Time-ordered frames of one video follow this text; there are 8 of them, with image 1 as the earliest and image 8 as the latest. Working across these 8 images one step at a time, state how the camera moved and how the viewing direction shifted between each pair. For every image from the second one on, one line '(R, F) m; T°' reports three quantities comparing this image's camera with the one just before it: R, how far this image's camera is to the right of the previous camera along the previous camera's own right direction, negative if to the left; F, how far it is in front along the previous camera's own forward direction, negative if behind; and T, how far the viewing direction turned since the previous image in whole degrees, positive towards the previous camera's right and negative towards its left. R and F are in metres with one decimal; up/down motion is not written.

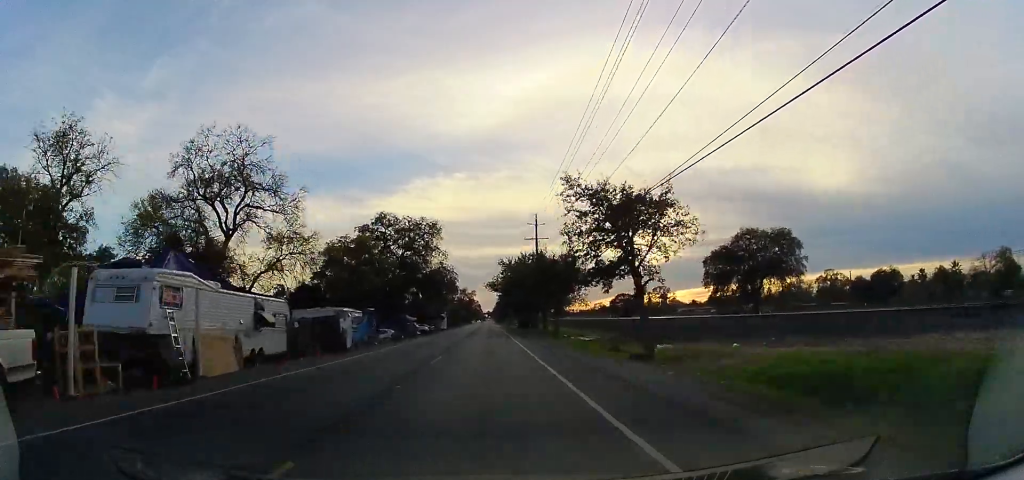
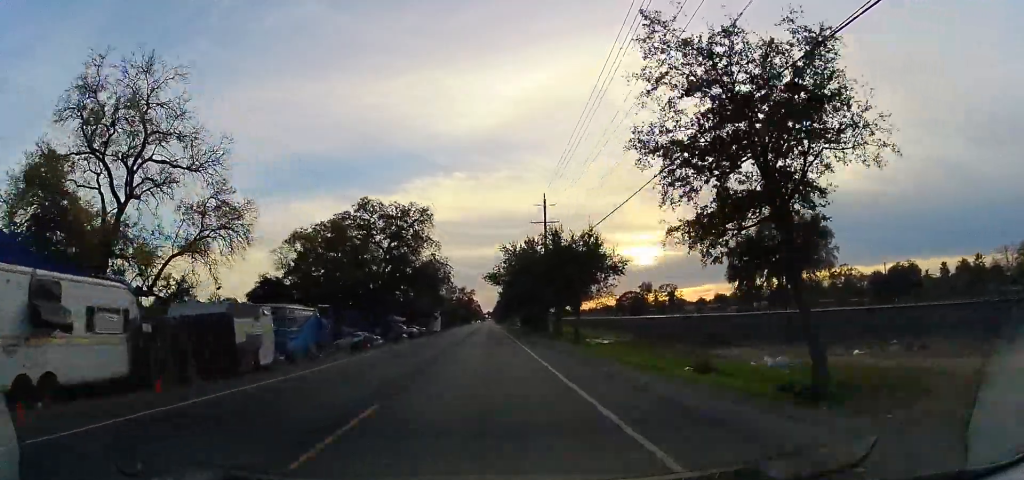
(-0.2, +11.1) m; 0°
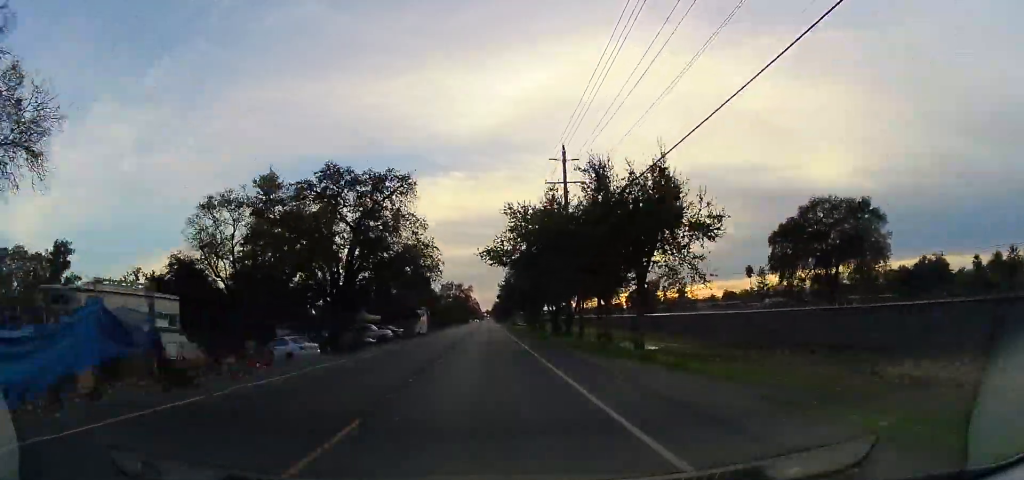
(+0.2, +15.7) m; +1°
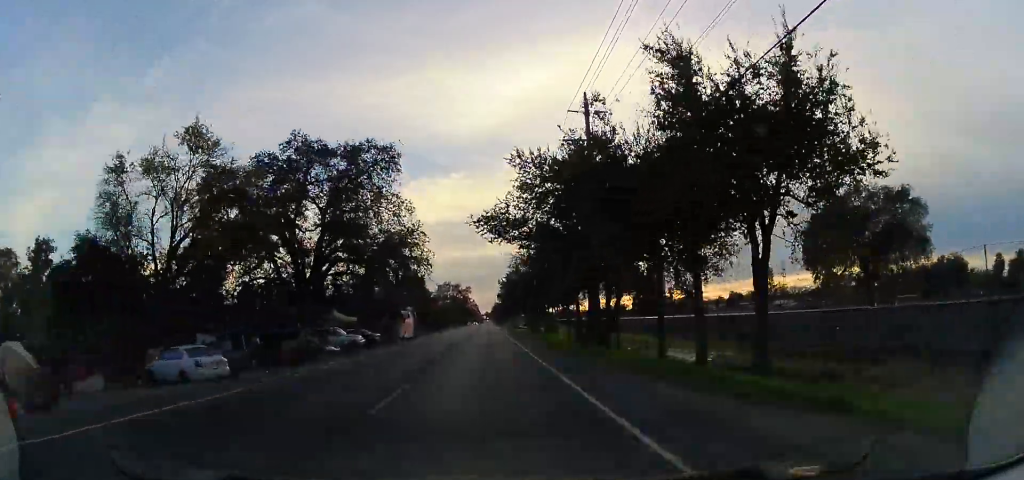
(0.0, +10.2) m; +1°
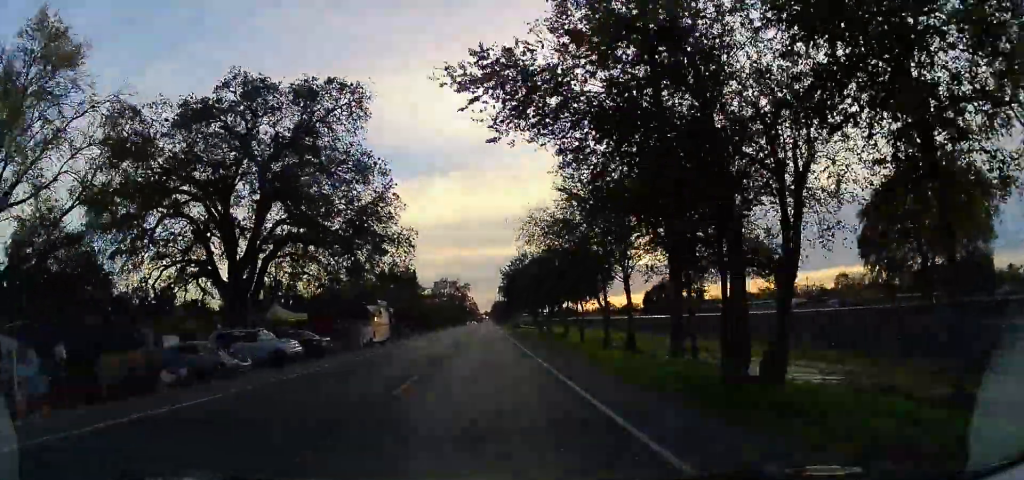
(+0.2, +12.5) m; 0°
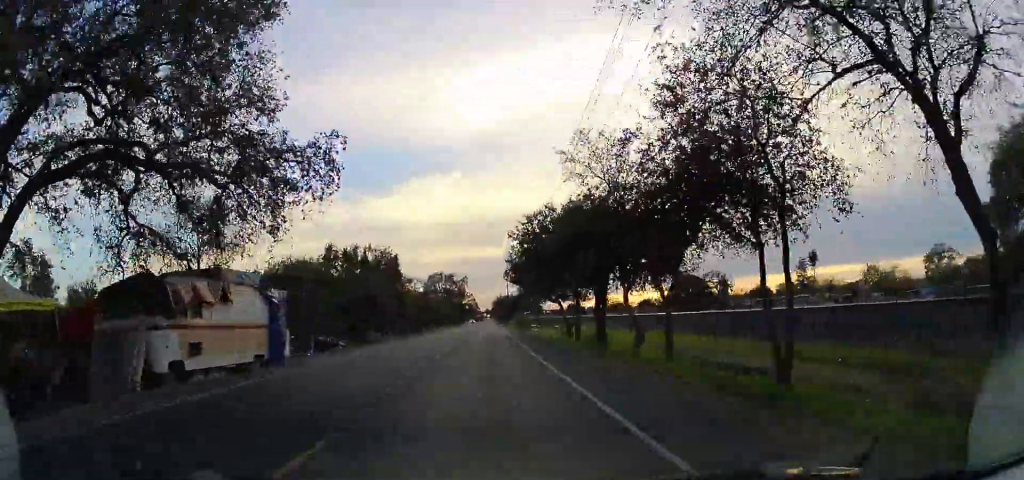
(+0.1, +21.9) m; 0°
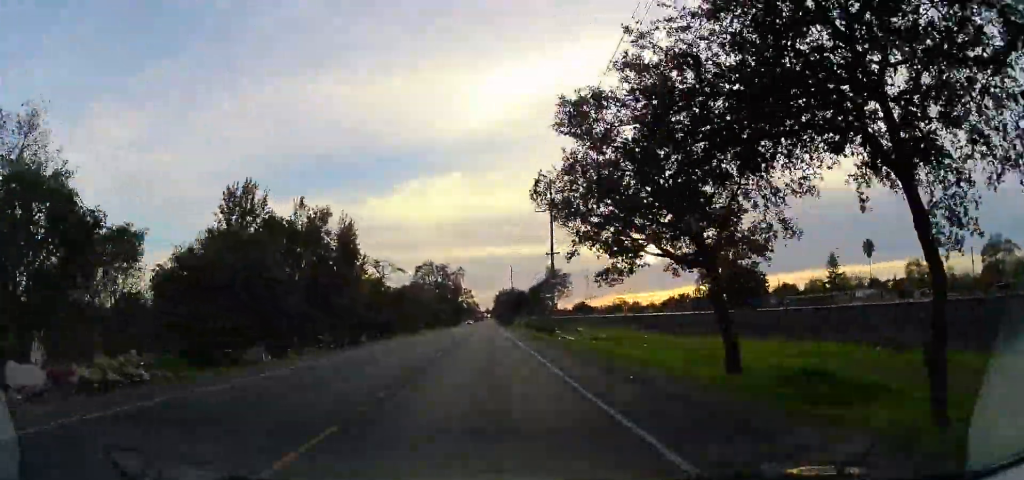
(-0.3, +28.1) m; -2°
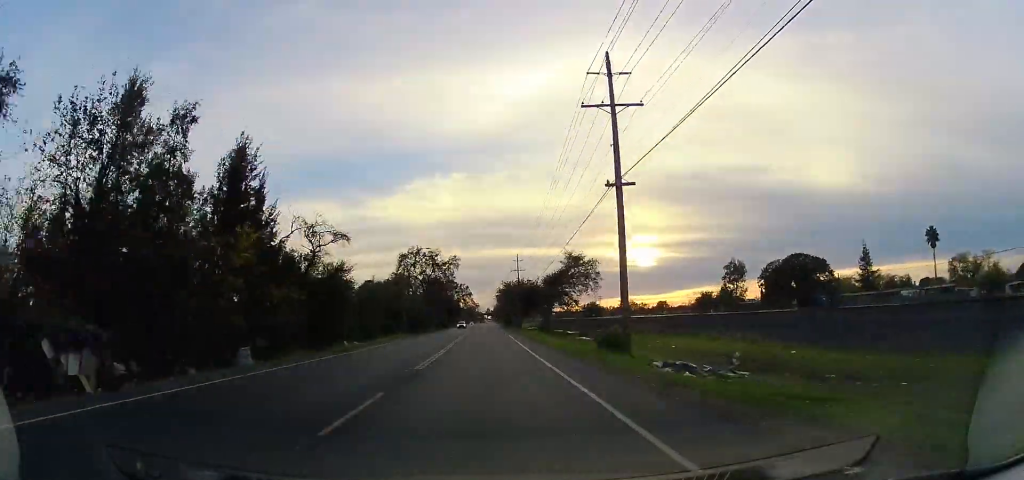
(-0.4, +25.8) m; 0°
